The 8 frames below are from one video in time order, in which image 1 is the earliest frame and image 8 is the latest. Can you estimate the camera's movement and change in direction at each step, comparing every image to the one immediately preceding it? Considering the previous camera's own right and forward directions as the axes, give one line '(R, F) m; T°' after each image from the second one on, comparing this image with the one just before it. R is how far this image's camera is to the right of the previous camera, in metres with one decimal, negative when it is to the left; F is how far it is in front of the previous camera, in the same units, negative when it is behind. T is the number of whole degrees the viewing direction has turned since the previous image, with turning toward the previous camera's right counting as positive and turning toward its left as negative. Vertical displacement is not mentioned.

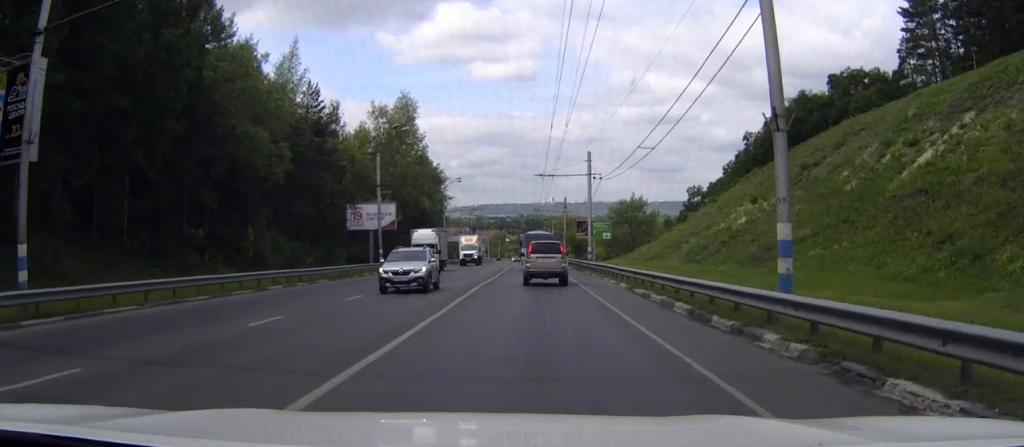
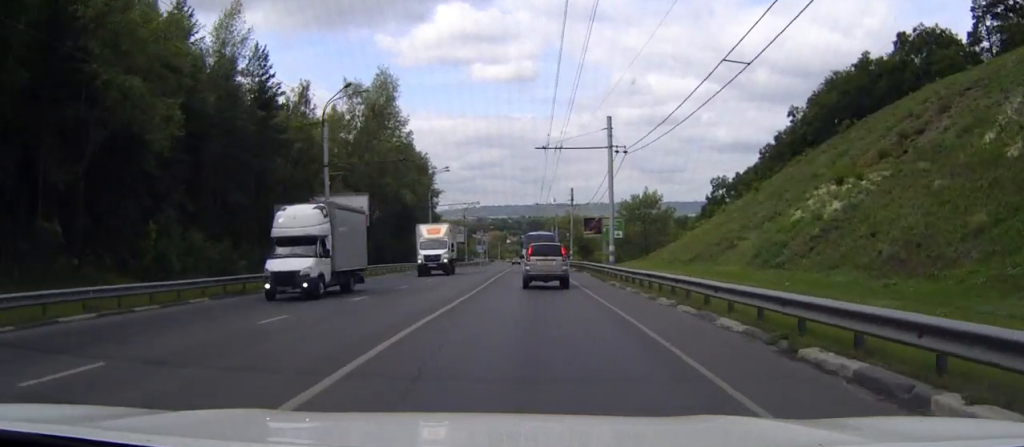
(+0.1, +15.4) m; 0°
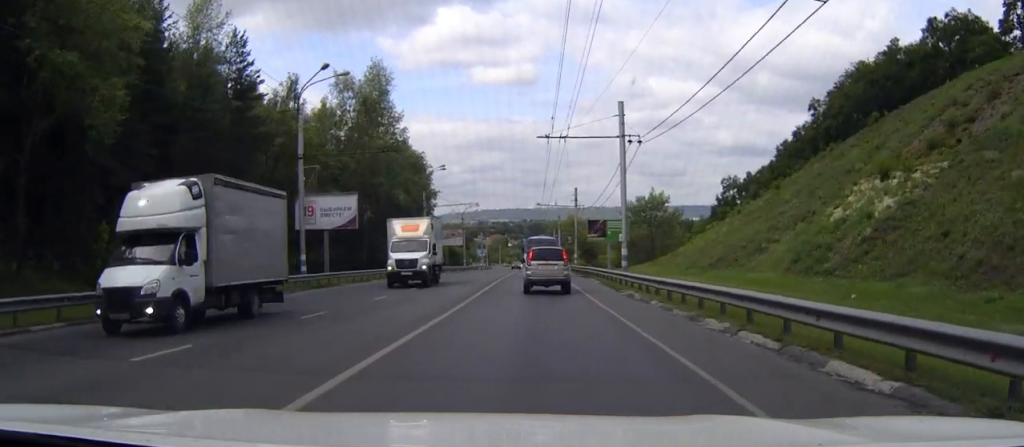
(0.0, +5.7) m; 0°
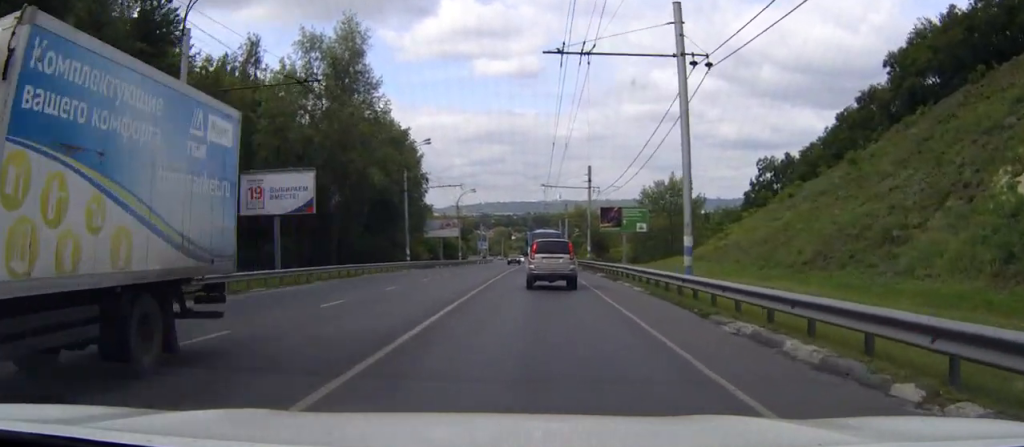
(0.0, +14.7) m; 0°
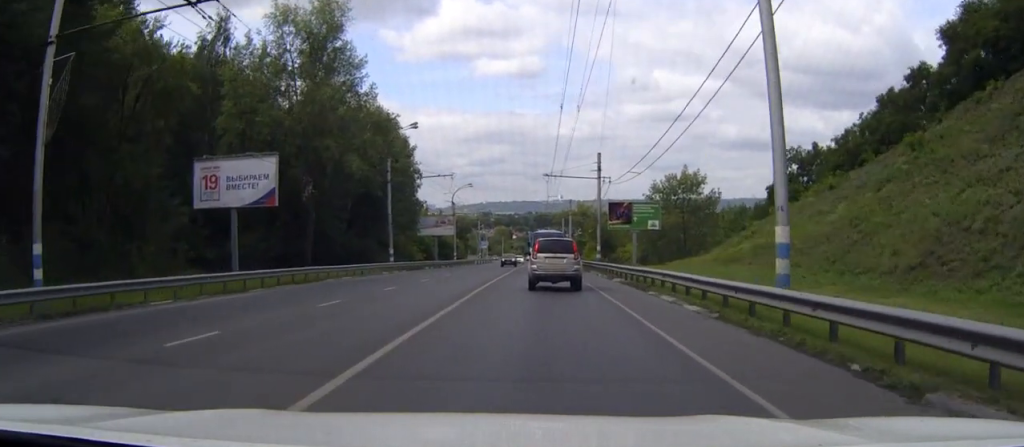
(0.0, +8.6) m; 0°
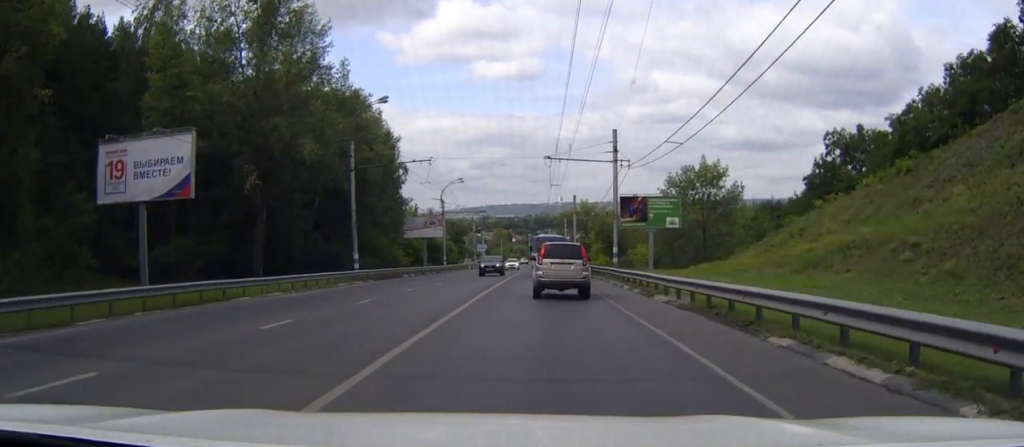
(0.0, +12.2) m; 0°
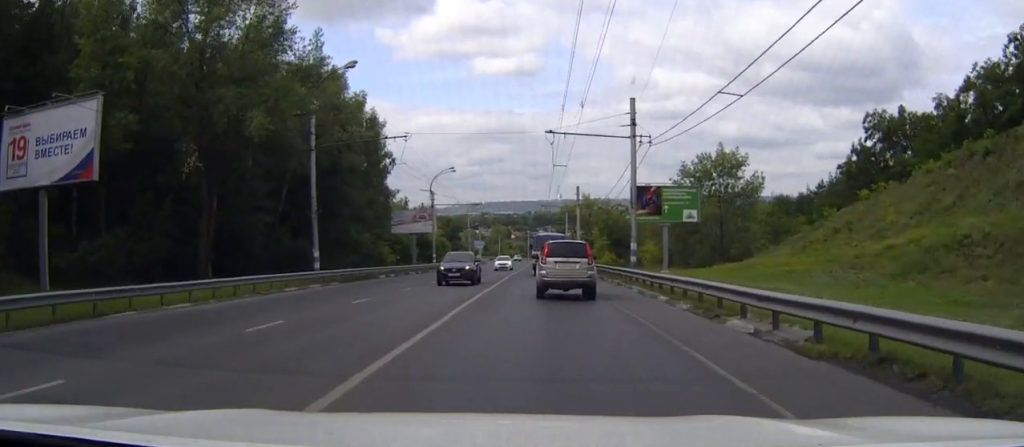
(0.0, +9.0) m; 0°
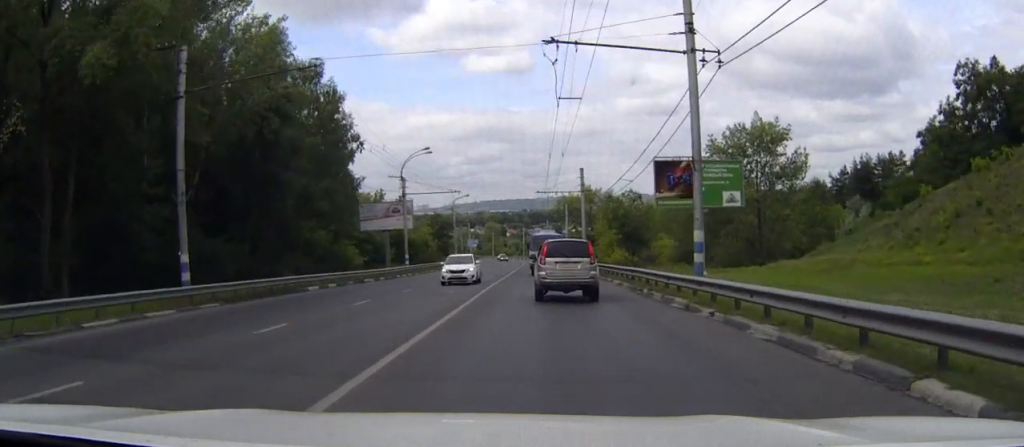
(+0.1, +15.8) m; 0°
